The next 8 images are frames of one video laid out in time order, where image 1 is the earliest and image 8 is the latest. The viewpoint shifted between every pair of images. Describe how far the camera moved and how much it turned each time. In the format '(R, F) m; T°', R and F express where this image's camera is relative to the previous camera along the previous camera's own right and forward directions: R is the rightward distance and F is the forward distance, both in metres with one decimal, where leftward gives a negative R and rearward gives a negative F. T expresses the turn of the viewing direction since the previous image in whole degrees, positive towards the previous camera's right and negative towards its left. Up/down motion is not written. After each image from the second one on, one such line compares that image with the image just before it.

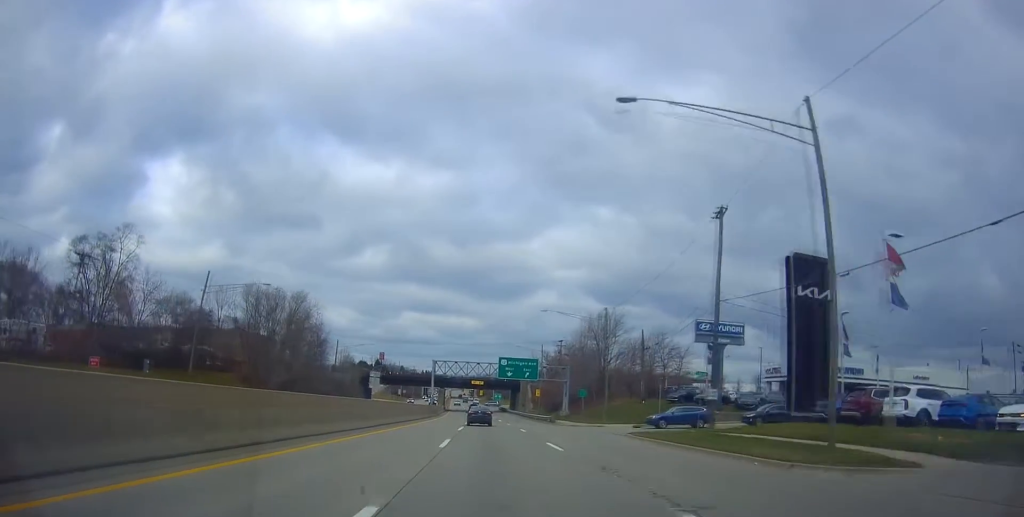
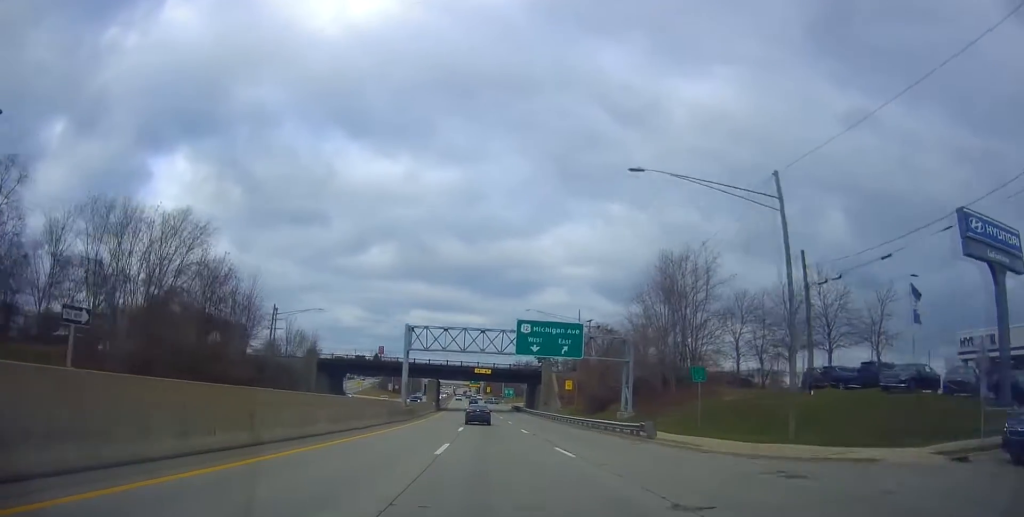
(-0.3, +33.0) m; -1°
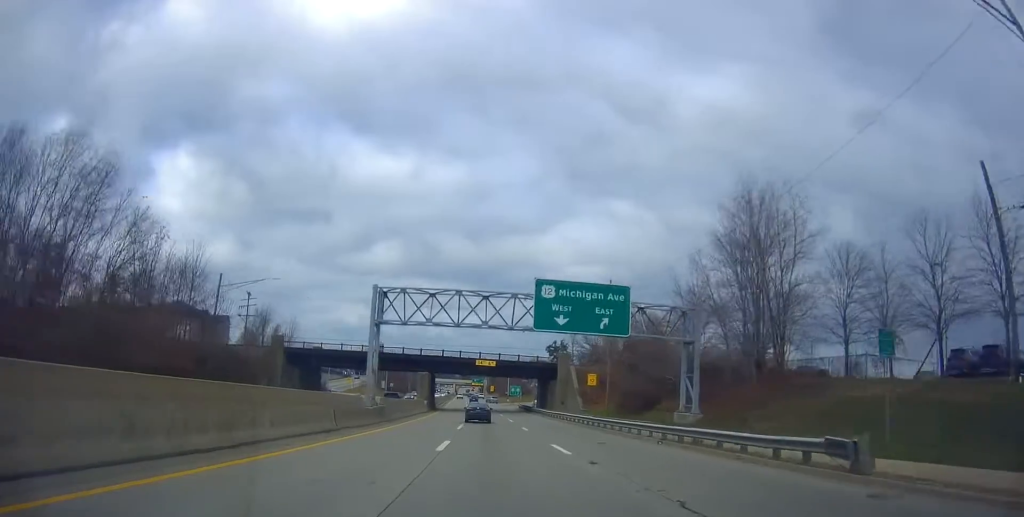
(-0.1, +15.3) m; 0°
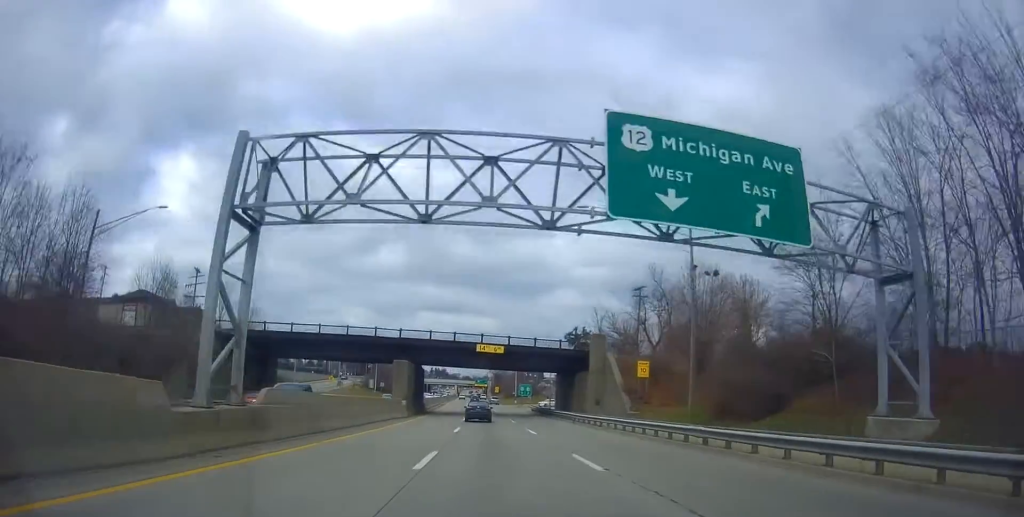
(-0.2, +20.1) m; 0°
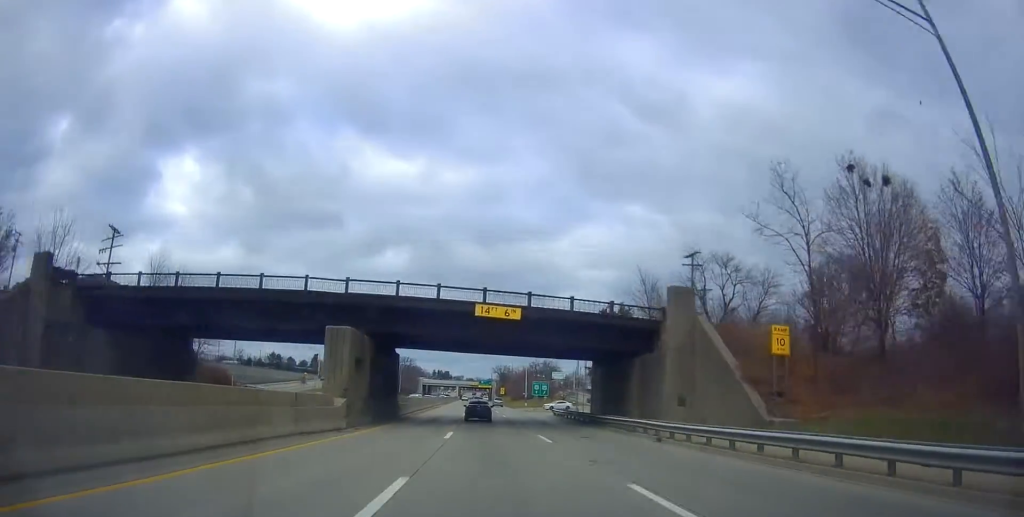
(+0.3, +21.5) m; +2°
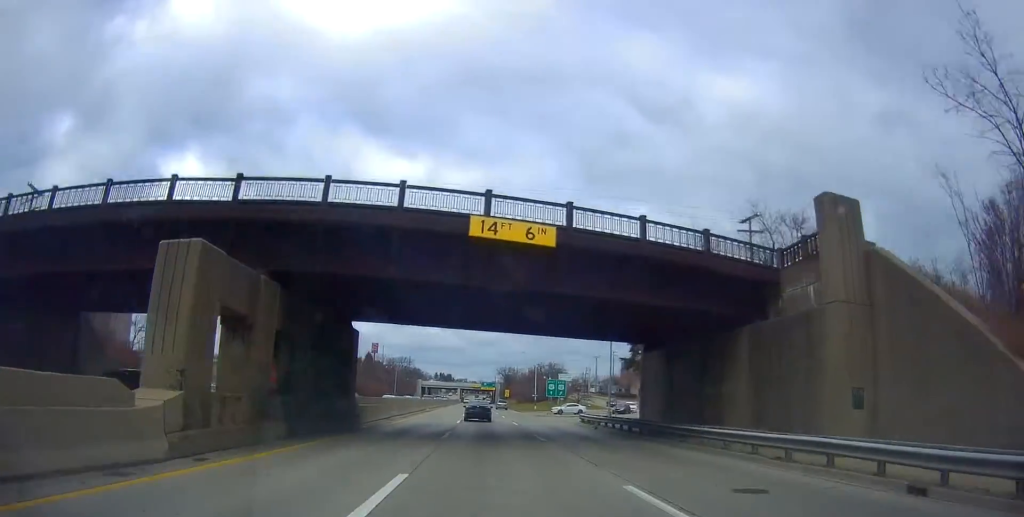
(+0.3, +15.0) m; -1°
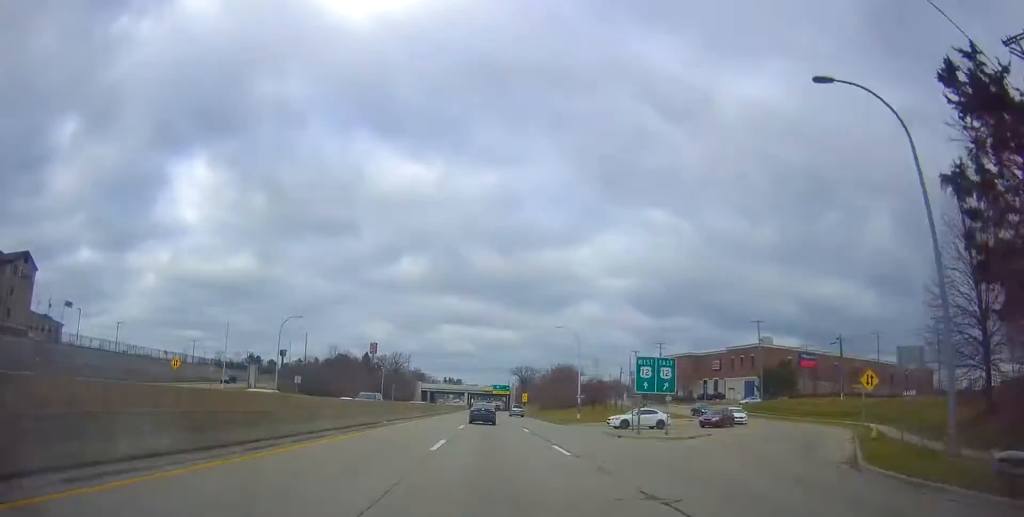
(-1.2, +35.8) m; -4°
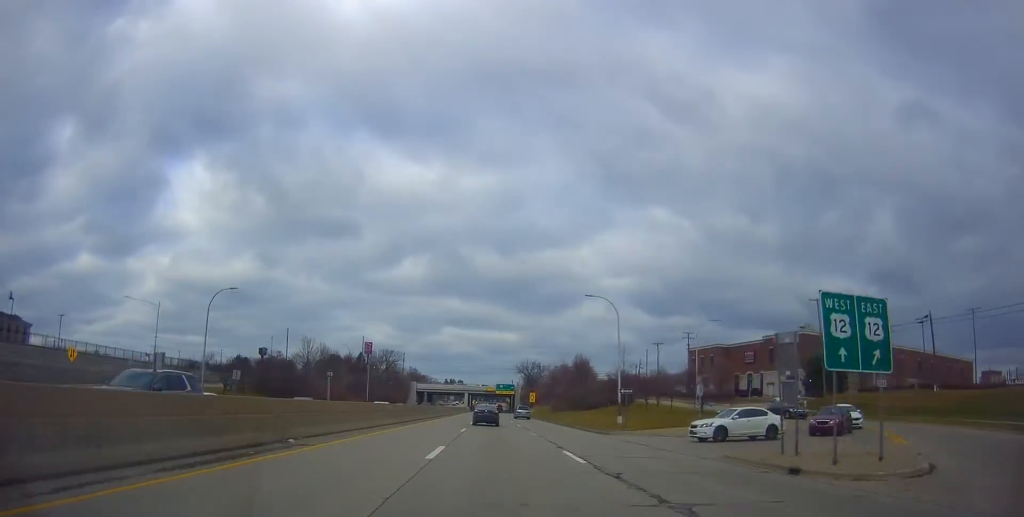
(-0.3, +17.7) m; 0°
